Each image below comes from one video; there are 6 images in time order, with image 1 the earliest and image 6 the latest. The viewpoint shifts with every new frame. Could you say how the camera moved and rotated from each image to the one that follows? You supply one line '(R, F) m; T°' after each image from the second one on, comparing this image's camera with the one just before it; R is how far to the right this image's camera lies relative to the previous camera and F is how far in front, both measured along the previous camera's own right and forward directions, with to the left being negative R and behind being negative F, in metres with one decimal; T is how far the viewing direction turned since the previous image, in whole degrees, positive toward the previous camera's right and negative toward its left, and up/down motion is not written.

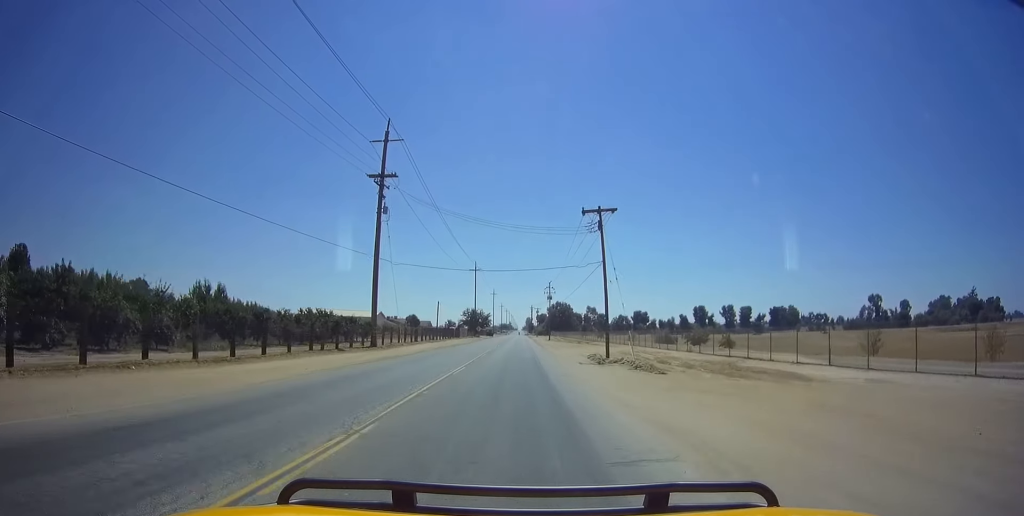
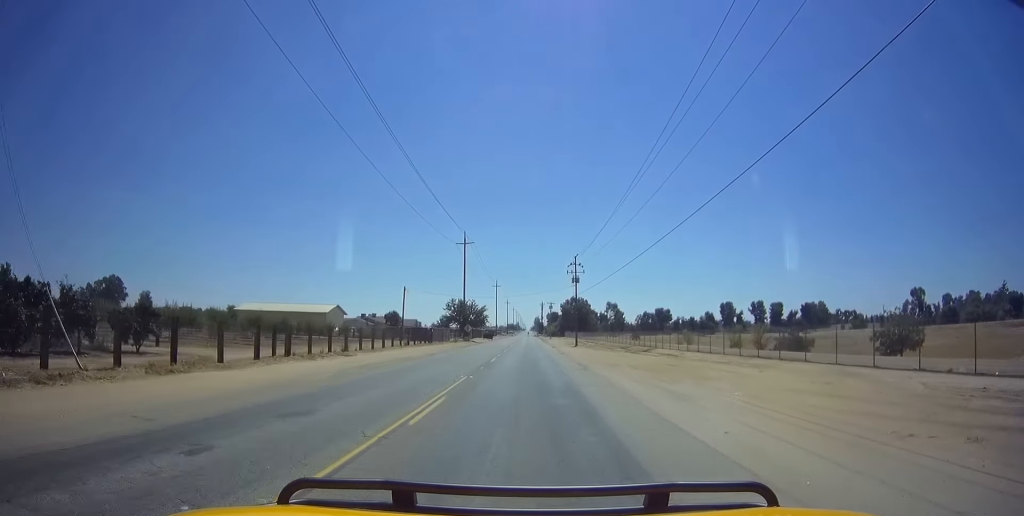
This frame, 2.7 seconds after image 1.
(0.0, +43.0) m; 0°
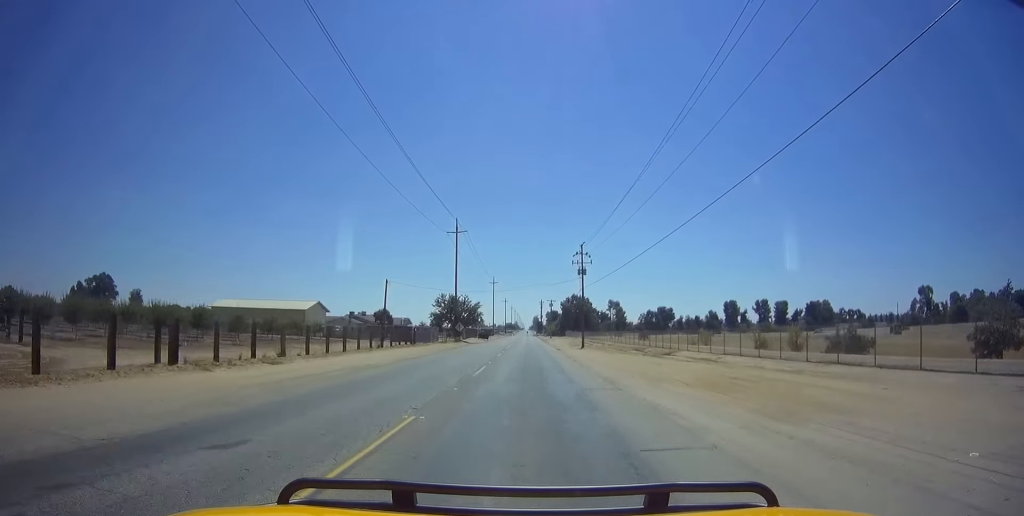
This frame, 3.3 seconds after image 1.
(0.0, +9.7) m; 0°
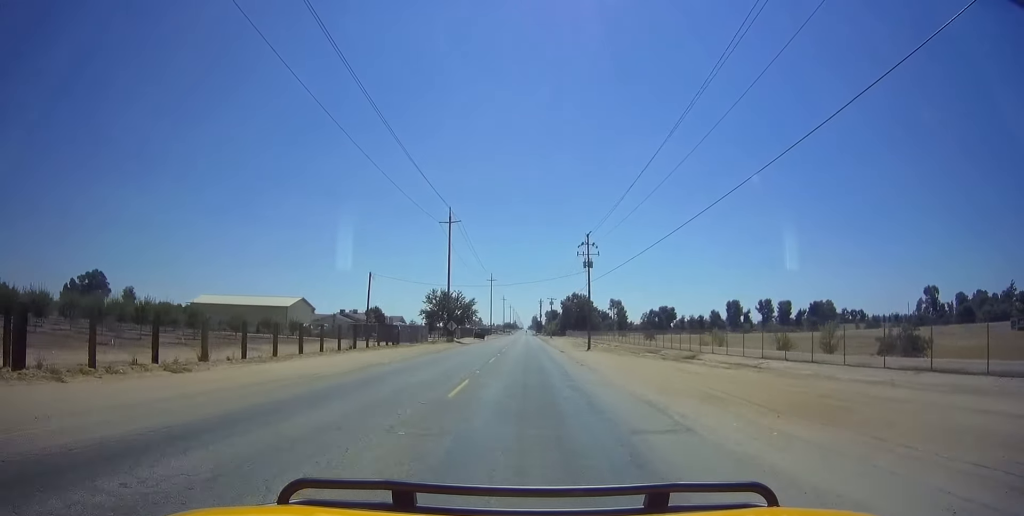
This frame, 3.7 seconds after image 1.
(0.0, +7.2) m; -1°
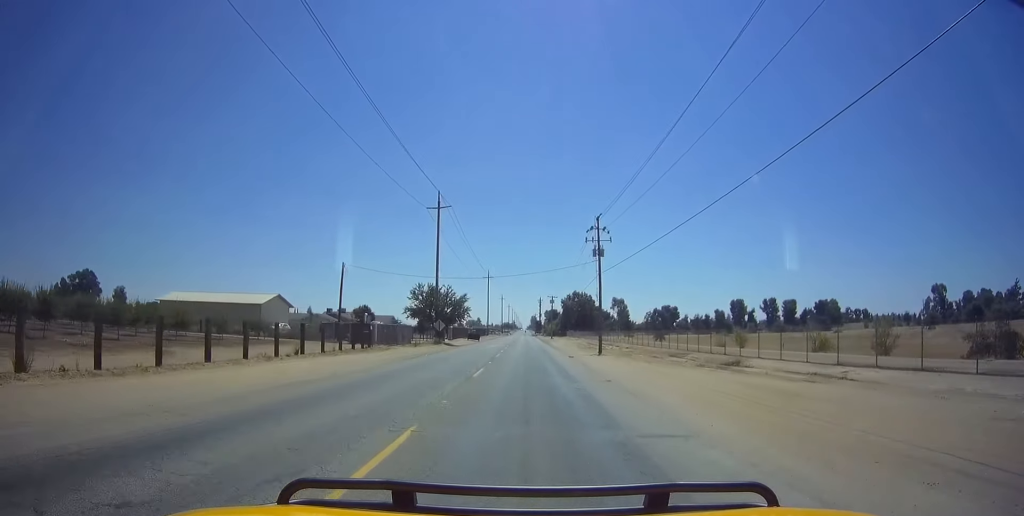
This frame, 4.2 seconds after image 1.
(+0.2, +9.0) m; -1°
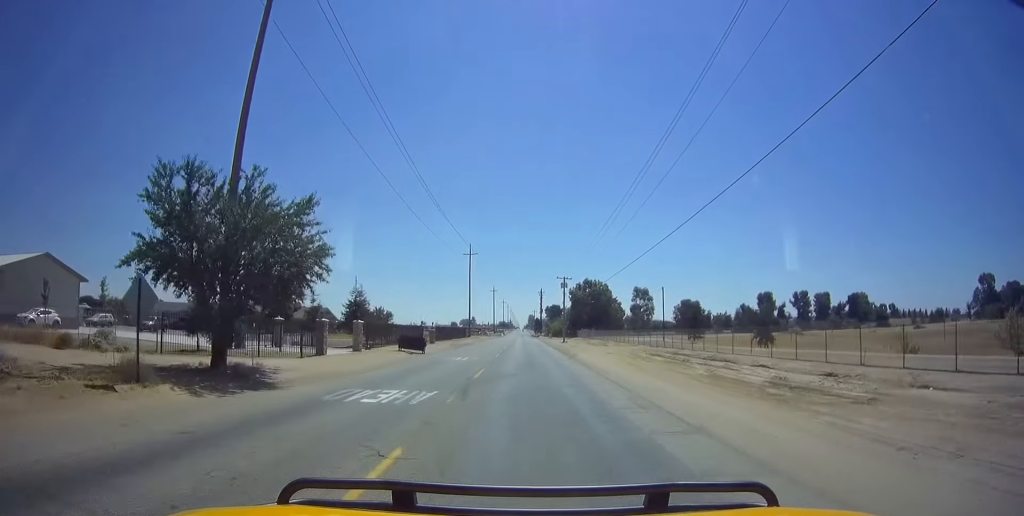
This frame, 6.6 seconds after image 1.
(+0.8, +46.7) m; +4°
